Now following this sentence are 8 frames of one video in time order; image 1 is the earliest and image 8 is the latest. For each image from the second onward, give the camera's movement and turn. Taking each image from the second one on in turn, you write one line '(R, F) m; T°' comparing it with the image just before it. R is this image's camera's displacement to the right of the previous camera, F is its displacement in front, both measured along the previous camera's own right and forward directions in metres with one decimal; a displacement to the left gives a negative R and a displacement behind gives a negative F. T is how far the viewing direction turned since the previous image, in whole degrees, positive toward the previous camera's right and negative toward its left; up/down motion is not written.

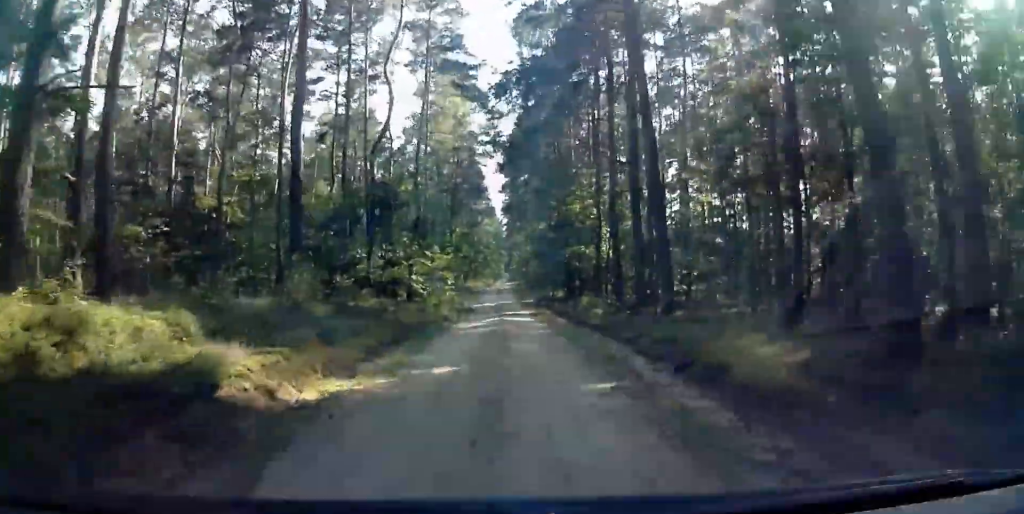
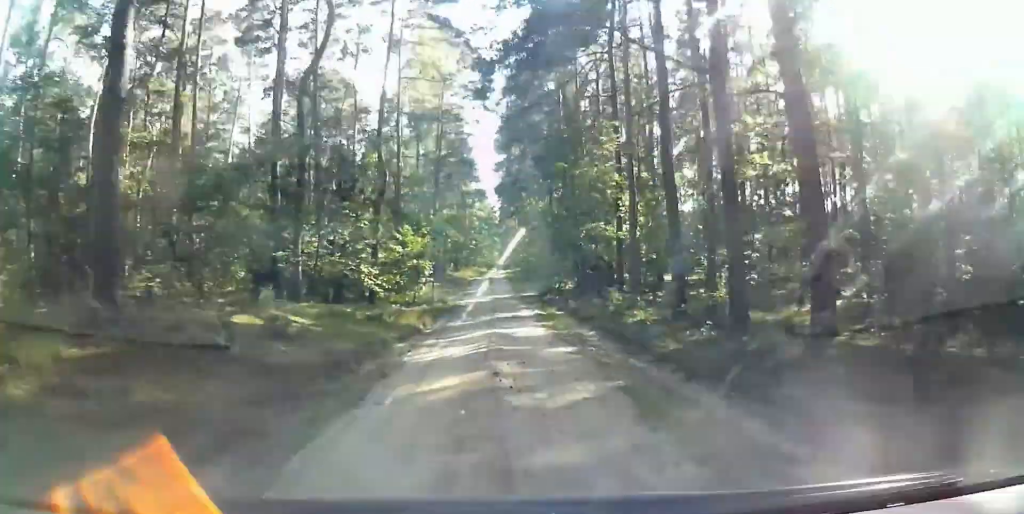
(+0.3, +9.5) m; +2°
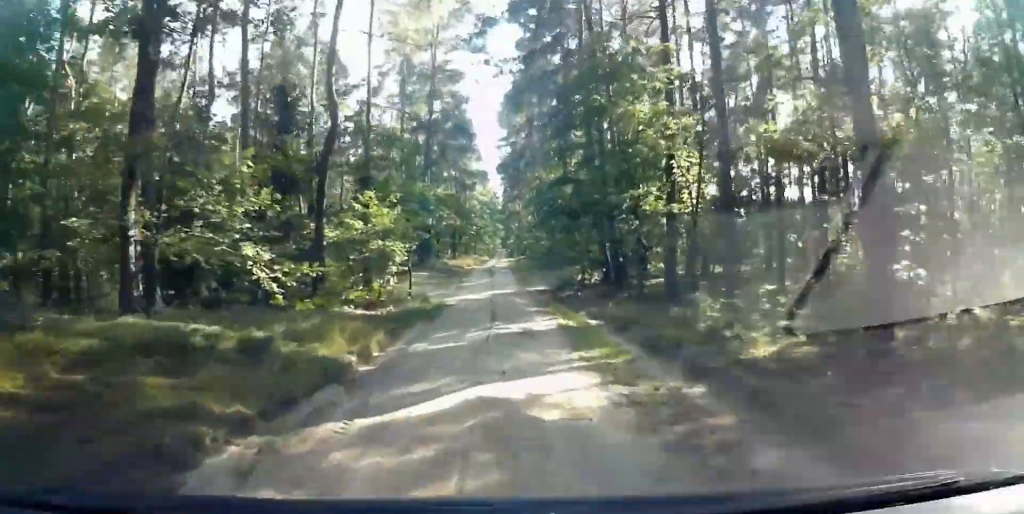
(0.0, +9.5) m; 0°
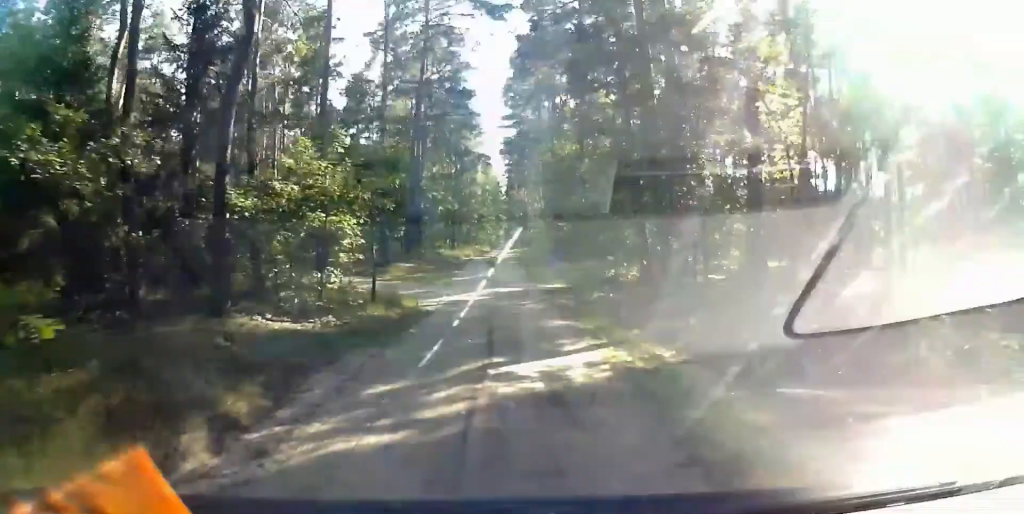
(0.0, +8.0) m; 0°
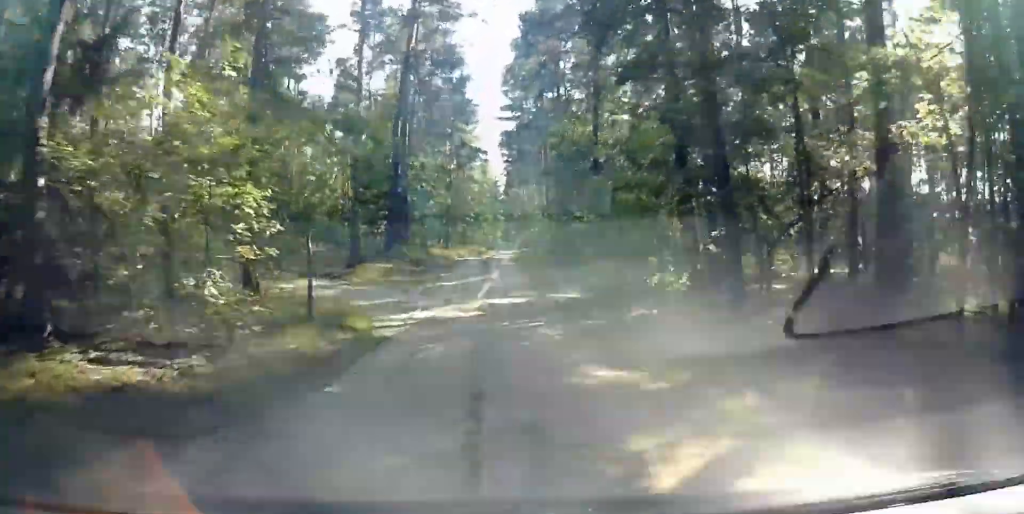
(0.0, +6.3) m; 0°
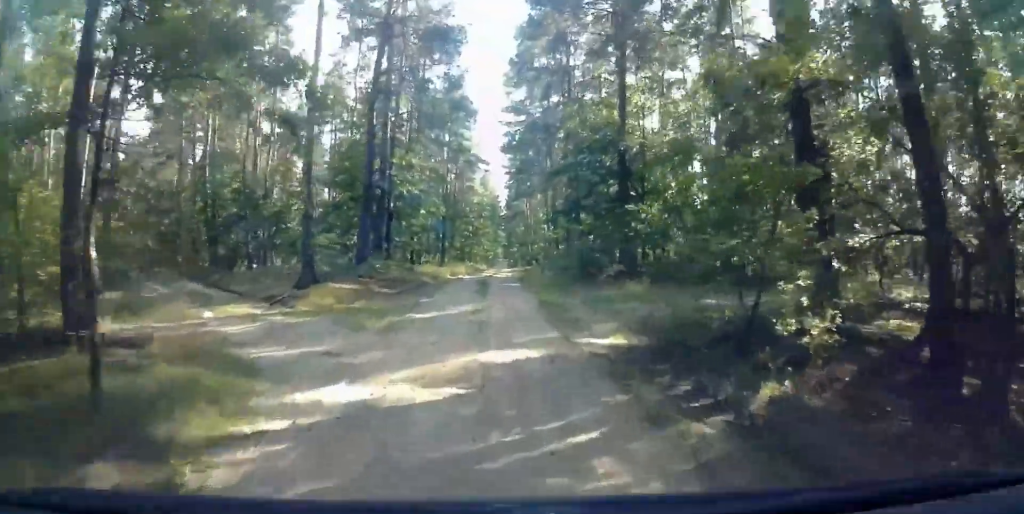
(0.0, +7.2) m; -1°
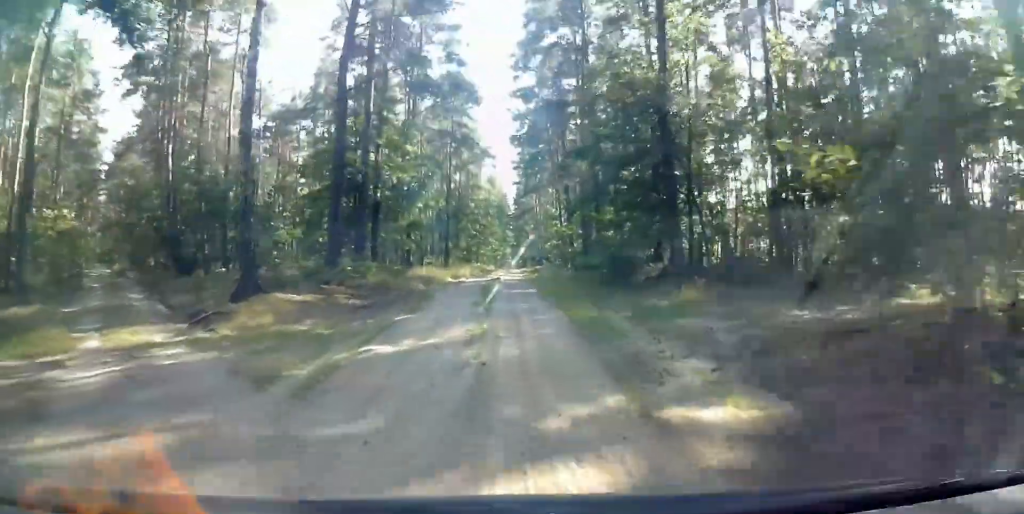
(0.0, +5.9) m; -1°
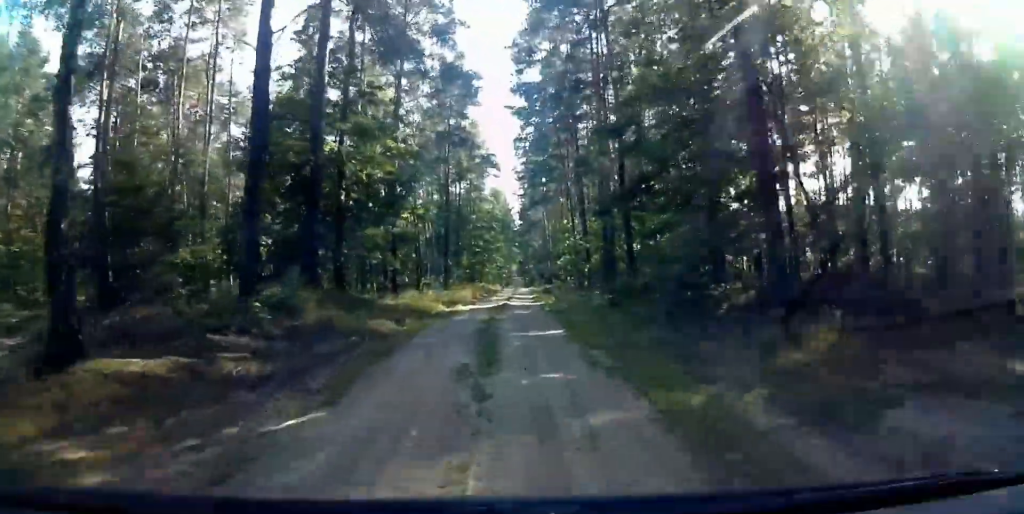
(-0.2, +7.3) m; 0°
